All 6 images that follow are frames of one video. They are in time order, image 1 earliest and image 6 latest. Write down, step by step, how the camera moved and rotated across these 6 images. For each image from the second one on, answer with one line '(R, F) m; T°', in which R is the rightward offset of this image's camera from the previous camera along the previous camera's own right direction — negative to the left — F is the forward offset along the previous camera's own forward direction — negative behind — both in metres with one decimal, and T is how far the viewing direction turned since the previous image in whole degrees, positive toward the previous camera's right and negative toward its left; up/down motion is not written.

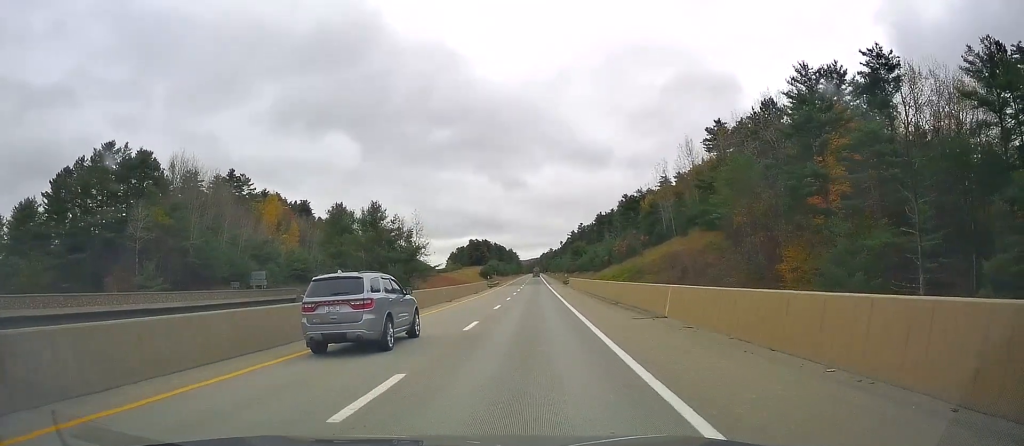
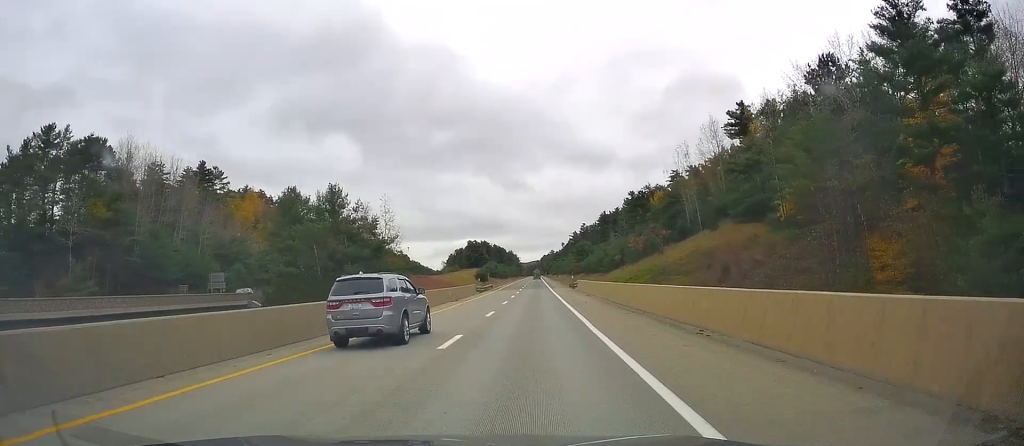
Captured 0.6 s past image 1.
(0.0, +17.1) m; 0°
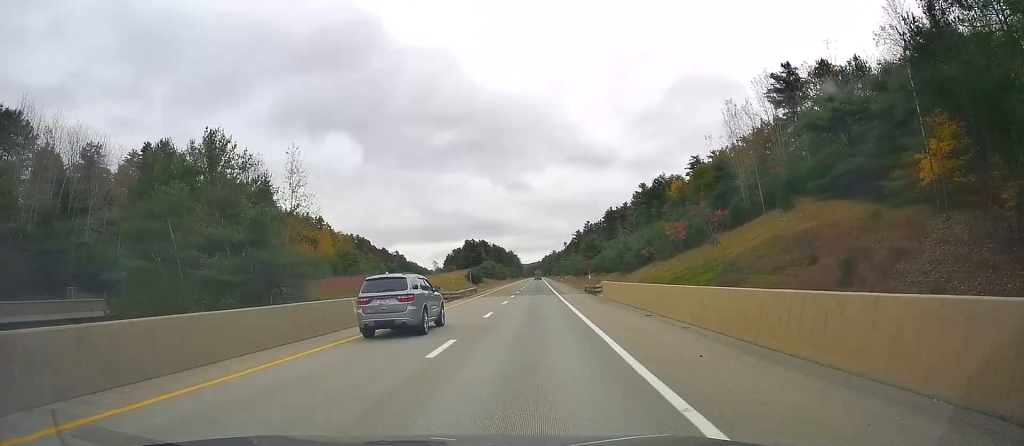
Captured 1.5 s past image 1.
(0.0, +25.9) m; 0°
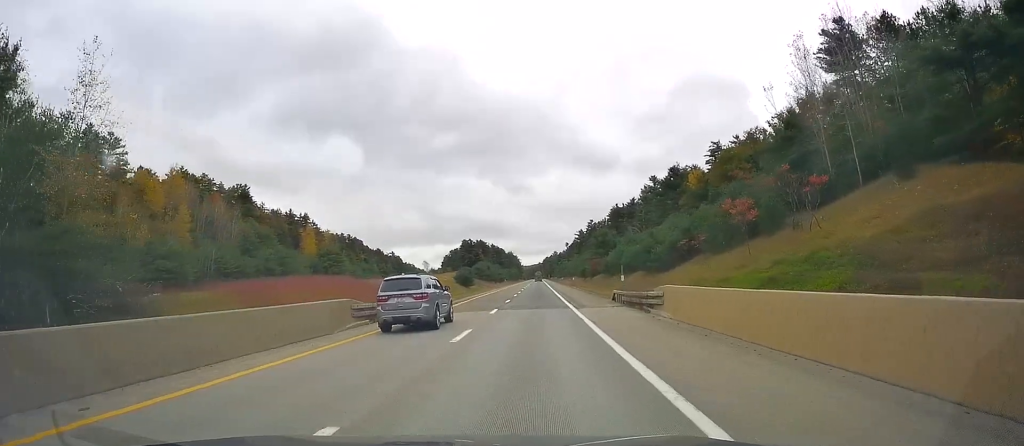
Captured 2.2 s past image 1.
(0.0, +21.5) m; 0°
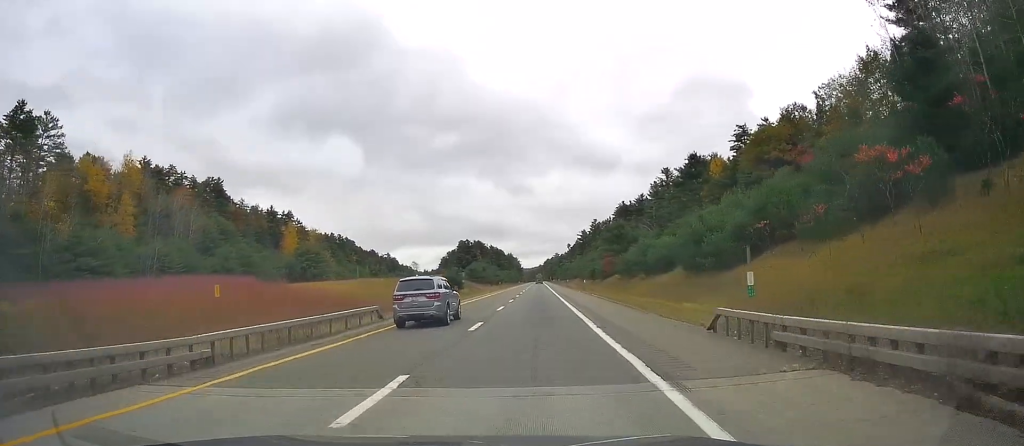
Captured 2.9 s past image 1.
(0.0, +21.0) m; 0°
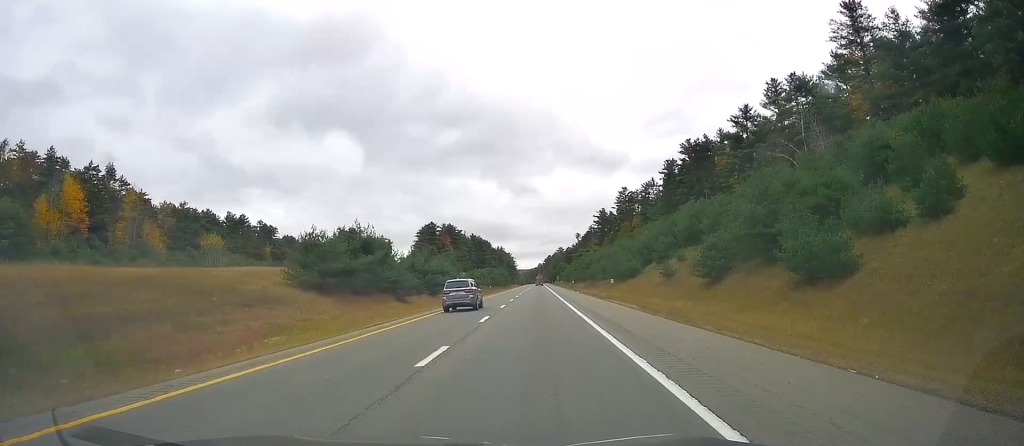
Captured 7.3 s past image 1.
(-1.8, +129.4) m; 0°
